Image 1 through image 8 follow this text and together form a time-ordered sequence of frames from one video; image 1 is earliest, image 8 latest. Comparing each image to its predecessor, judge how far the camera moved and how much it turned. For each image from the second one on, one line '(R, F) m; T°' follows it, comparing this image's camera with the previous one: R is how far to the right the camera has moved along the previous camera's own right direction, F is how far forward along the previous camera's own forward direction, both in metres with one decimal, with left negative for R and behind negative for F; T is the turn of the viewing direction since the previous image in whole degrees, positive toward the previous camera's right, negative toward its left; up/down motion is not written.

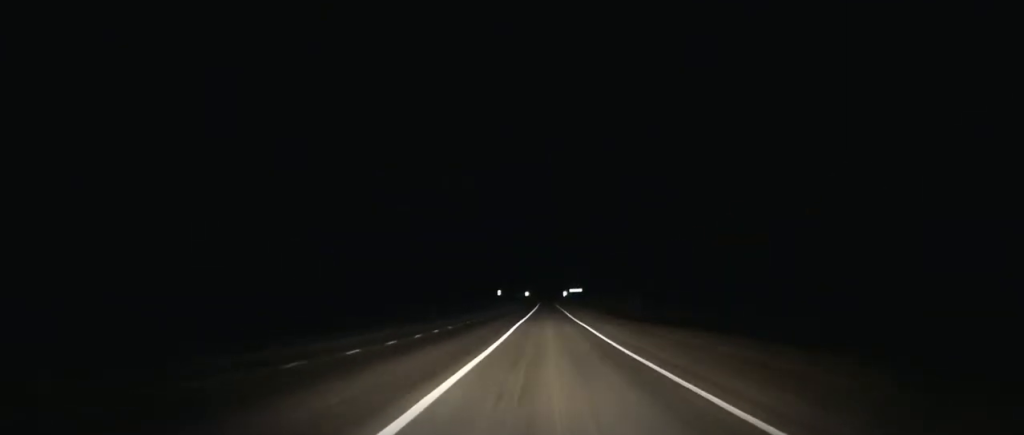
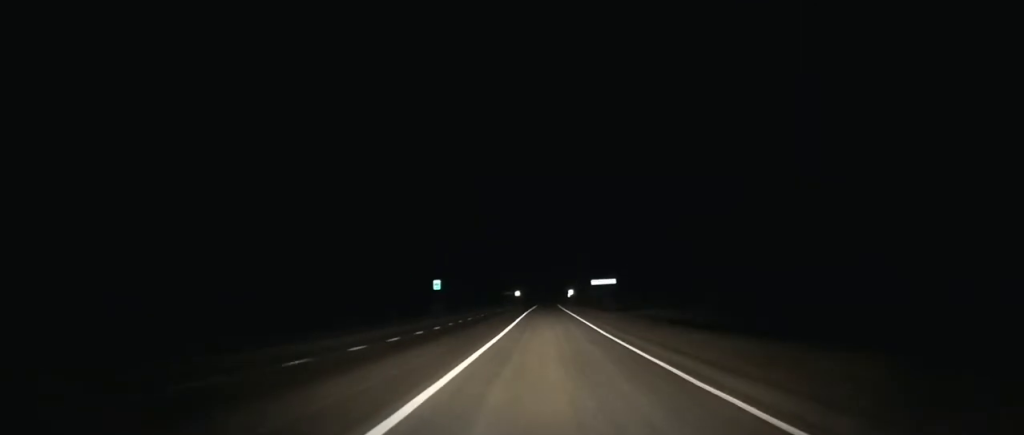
(+0.3, +73.6) m; 0°
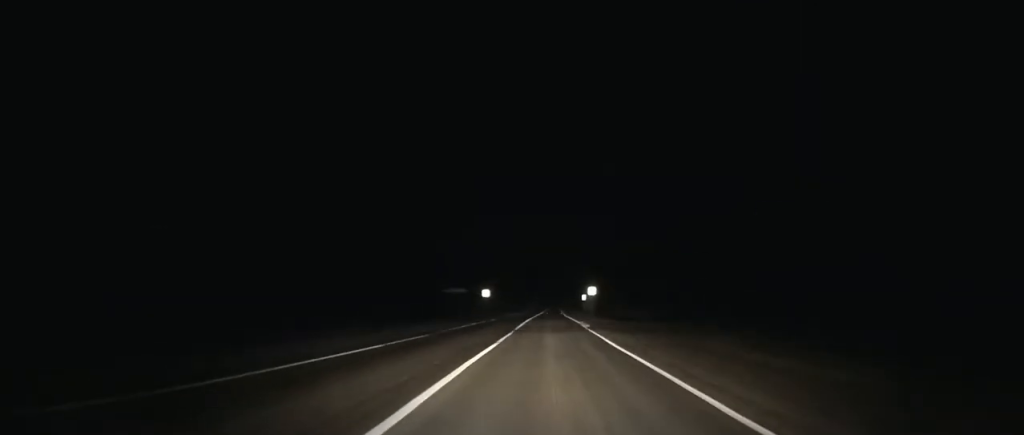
(+0.2, +93.7) m; 0°
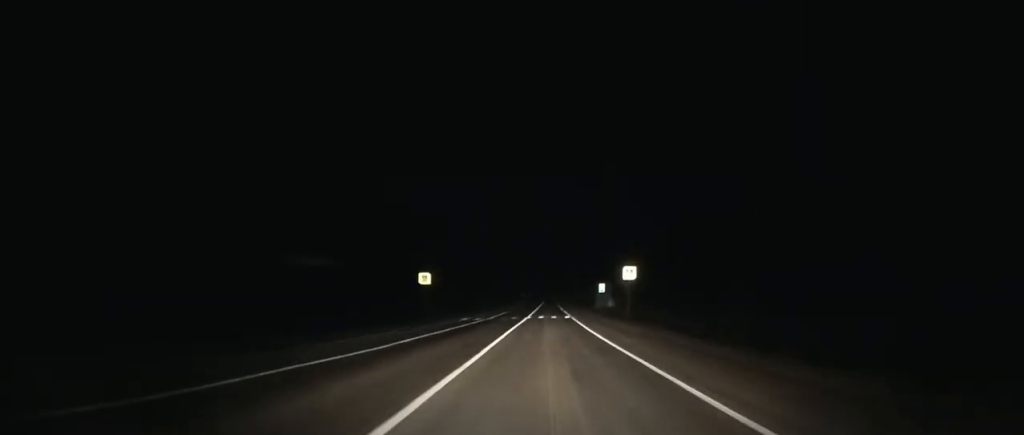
(+0.1, +46.0) m; 0°
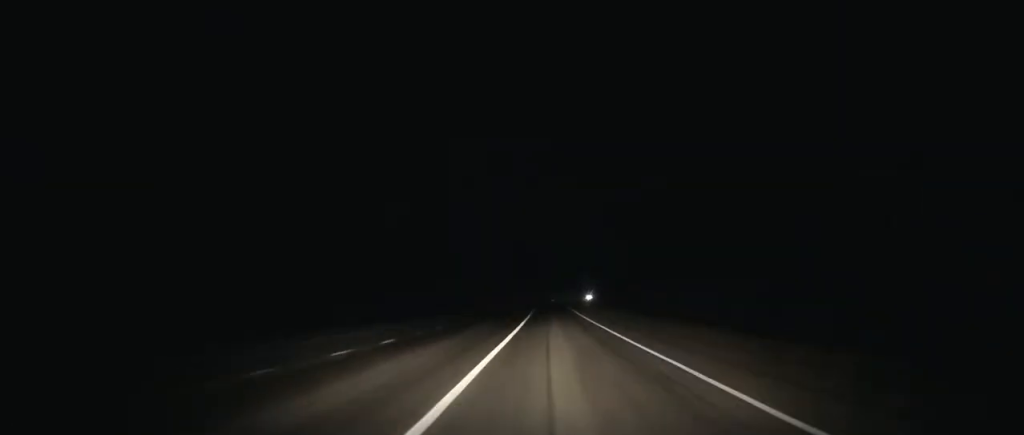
(+0.3, +102.6) m; +1°
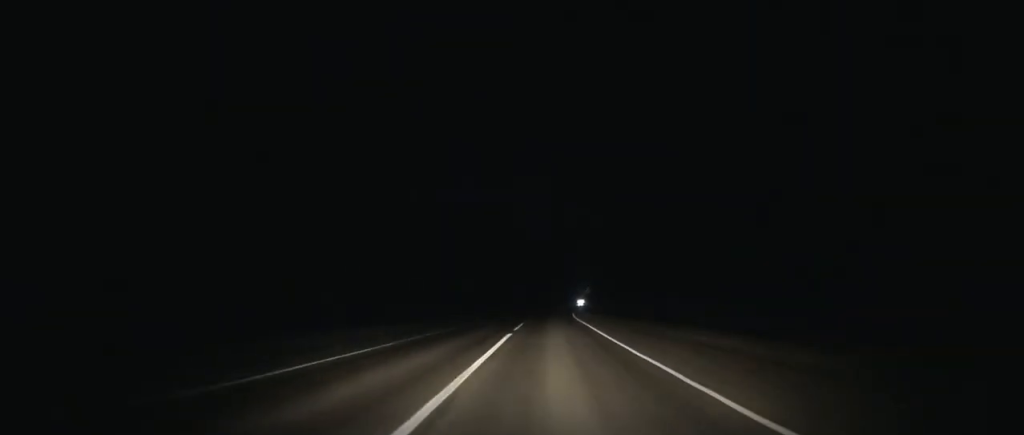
(+0.4, +84.7) m; +1°
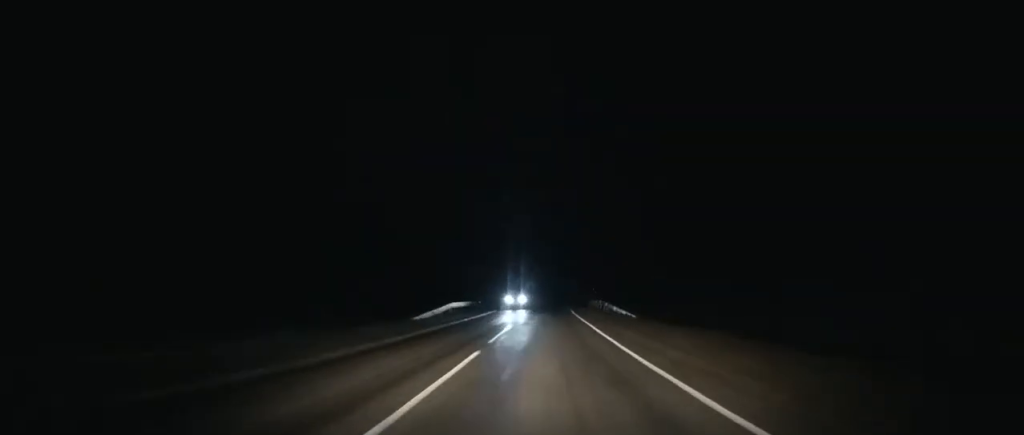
(+3.0, +104.6) m; +3°
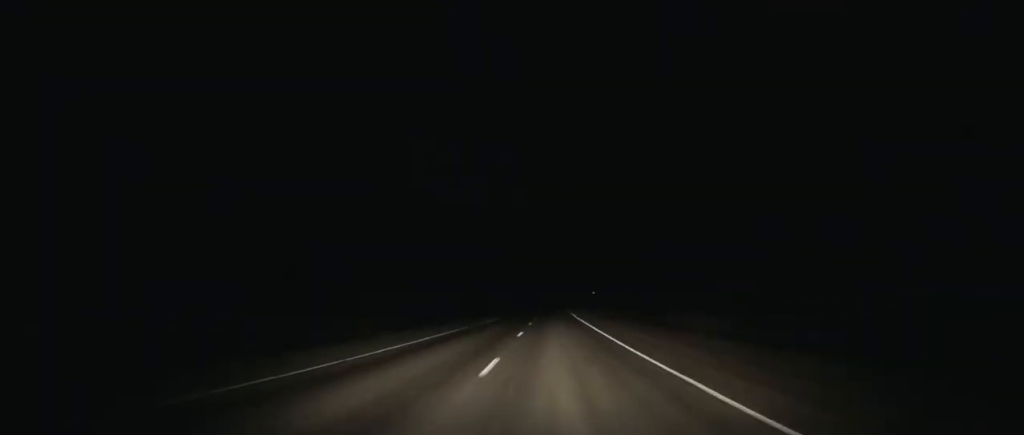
(+1.6, +87.2) m; +2°
